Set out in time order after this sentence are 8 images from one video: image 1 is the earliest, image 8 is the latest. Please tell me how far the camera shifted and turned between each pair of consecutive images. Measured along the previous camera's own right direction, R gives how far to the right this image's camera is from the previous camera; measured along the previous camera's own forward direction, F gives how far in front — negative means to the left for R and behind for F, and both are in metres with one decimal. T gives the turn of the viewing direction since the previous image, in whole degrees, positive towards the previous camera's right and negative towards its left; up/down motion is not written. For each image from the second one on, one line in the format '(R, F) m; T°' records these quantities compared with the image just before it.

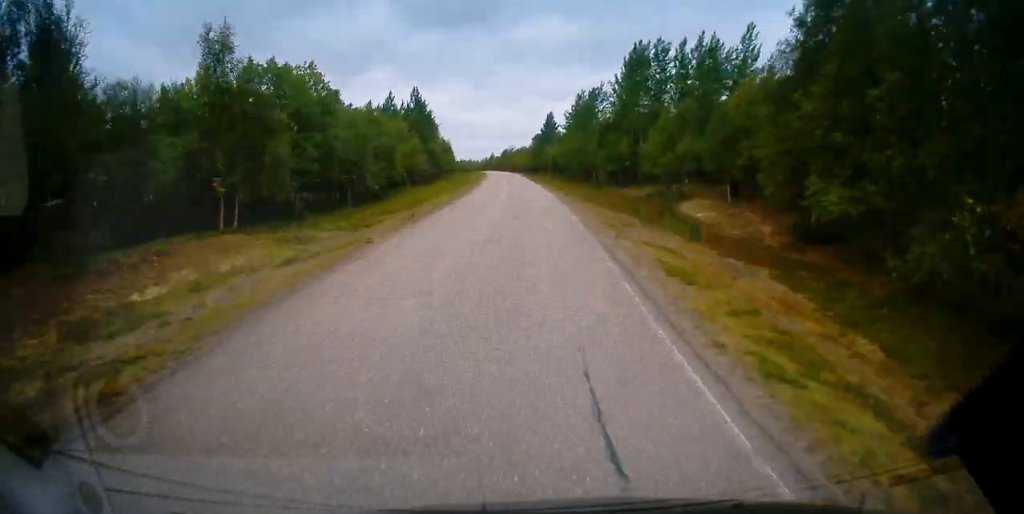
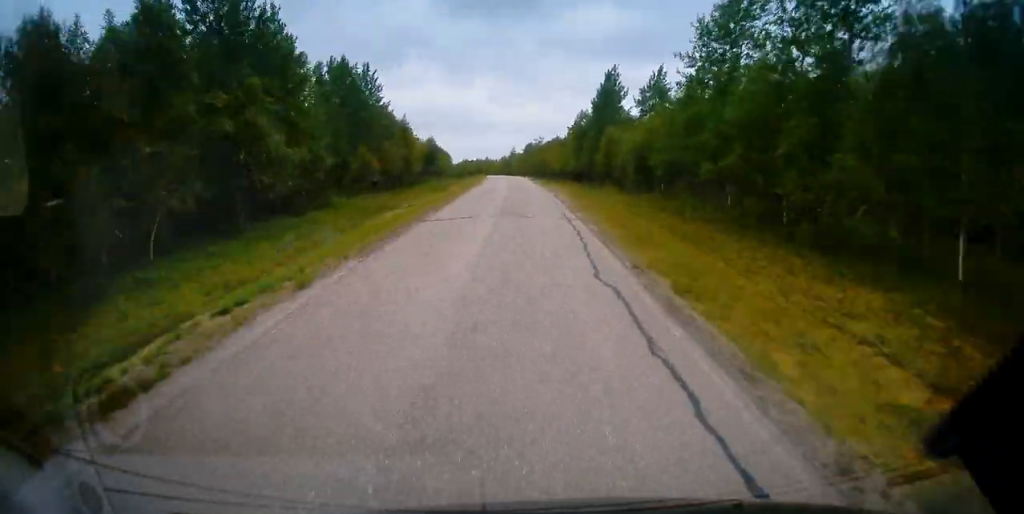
(-1.6, +67.4) m; -3°
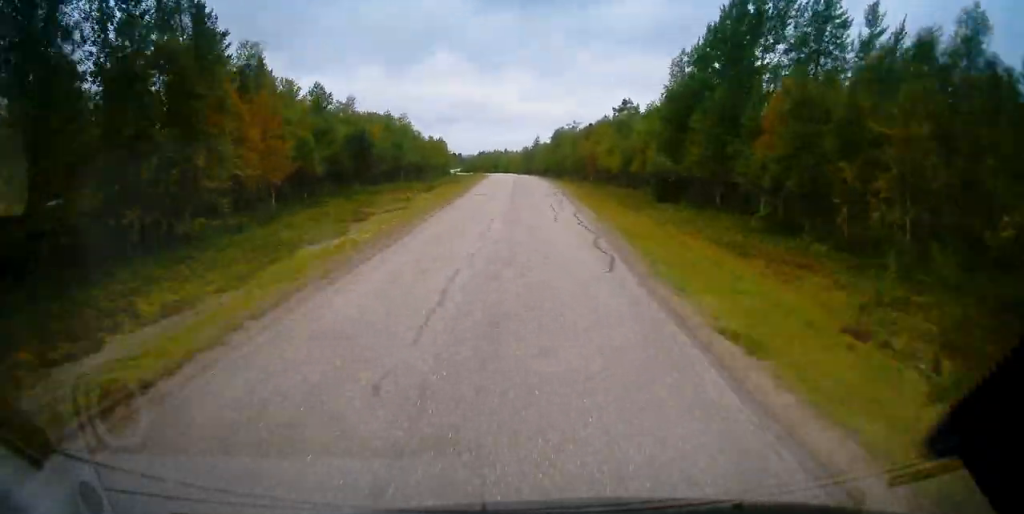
(-0.1, +44.6) m; -2°
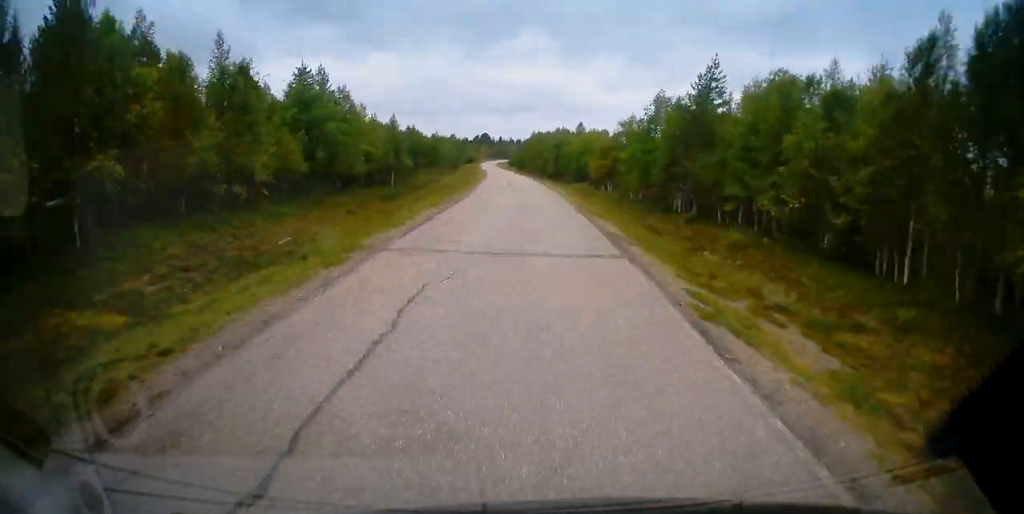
(-7.1, +118.1) m; -7°
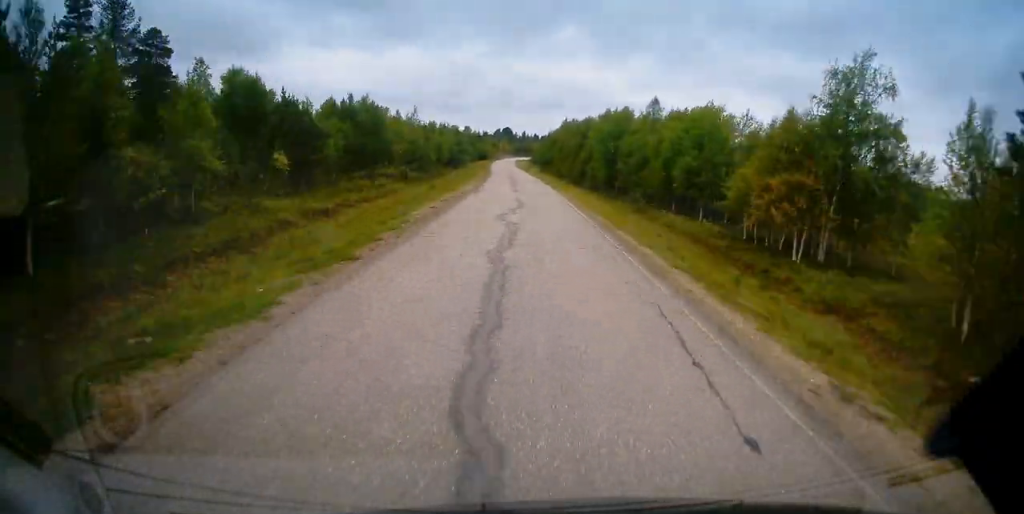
(-1.1, +45.1) m; -2°
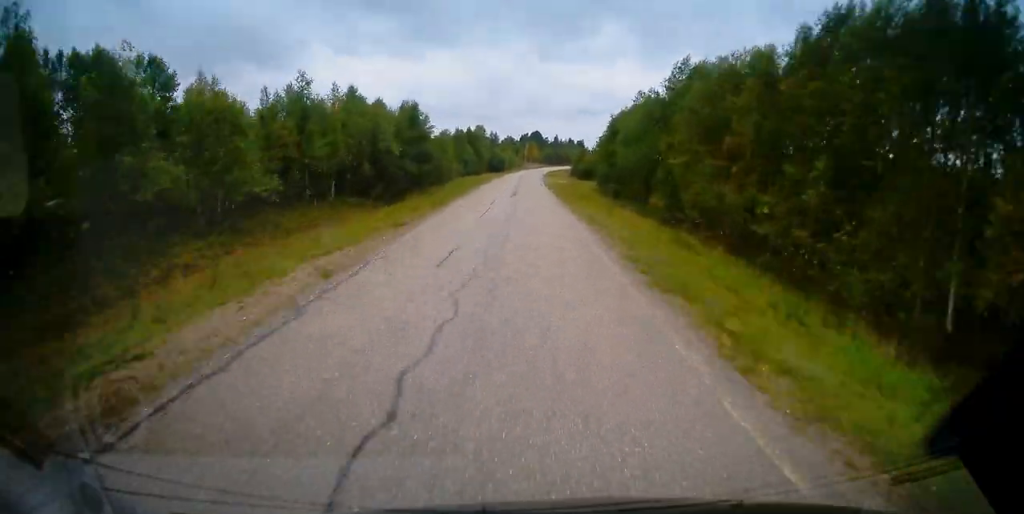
(-2.0, +75.8) m; -1°
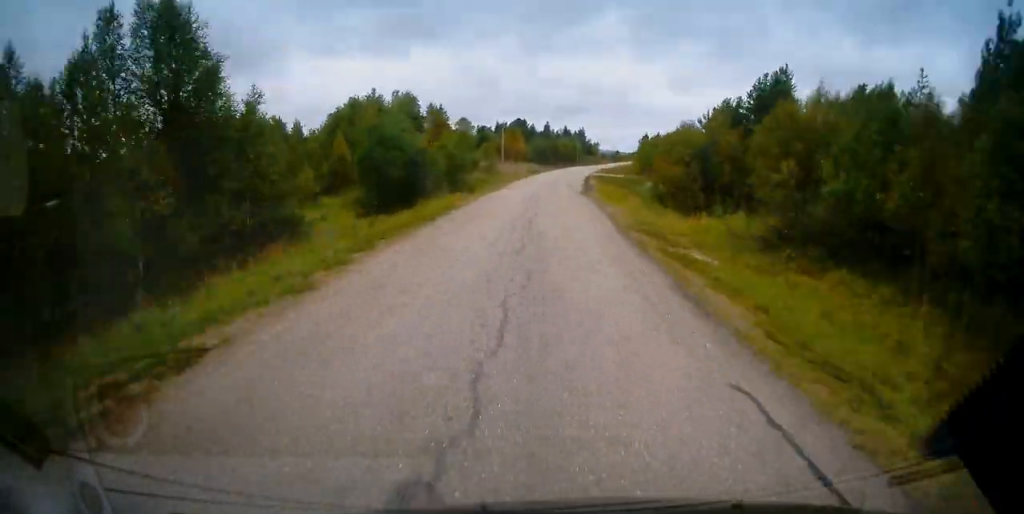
(+1.5, +103.5) m; +4°
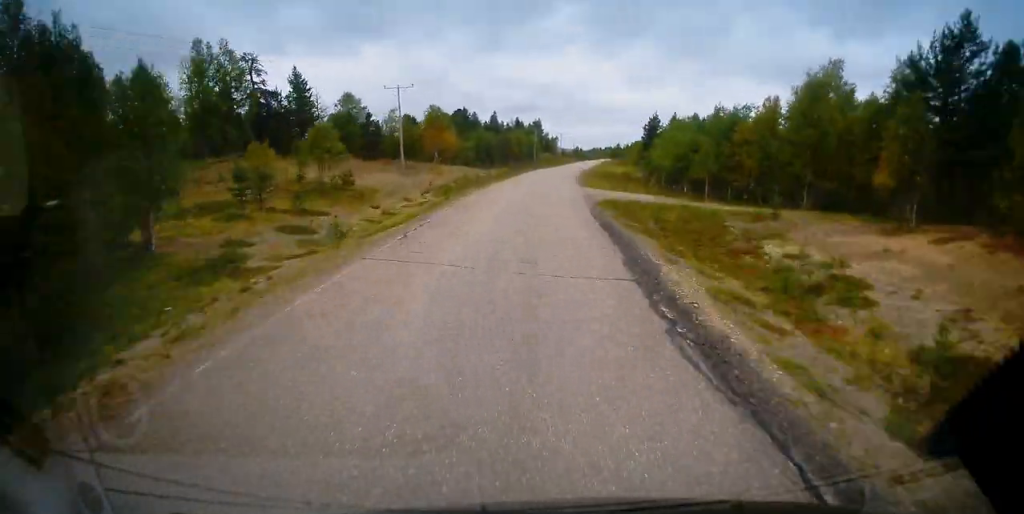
(+1.9, +48.9) m; +3°
